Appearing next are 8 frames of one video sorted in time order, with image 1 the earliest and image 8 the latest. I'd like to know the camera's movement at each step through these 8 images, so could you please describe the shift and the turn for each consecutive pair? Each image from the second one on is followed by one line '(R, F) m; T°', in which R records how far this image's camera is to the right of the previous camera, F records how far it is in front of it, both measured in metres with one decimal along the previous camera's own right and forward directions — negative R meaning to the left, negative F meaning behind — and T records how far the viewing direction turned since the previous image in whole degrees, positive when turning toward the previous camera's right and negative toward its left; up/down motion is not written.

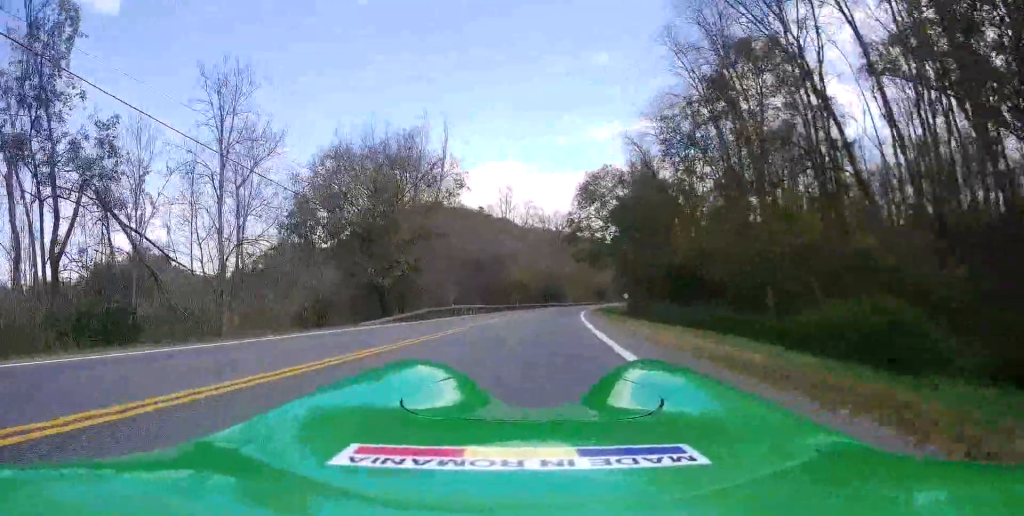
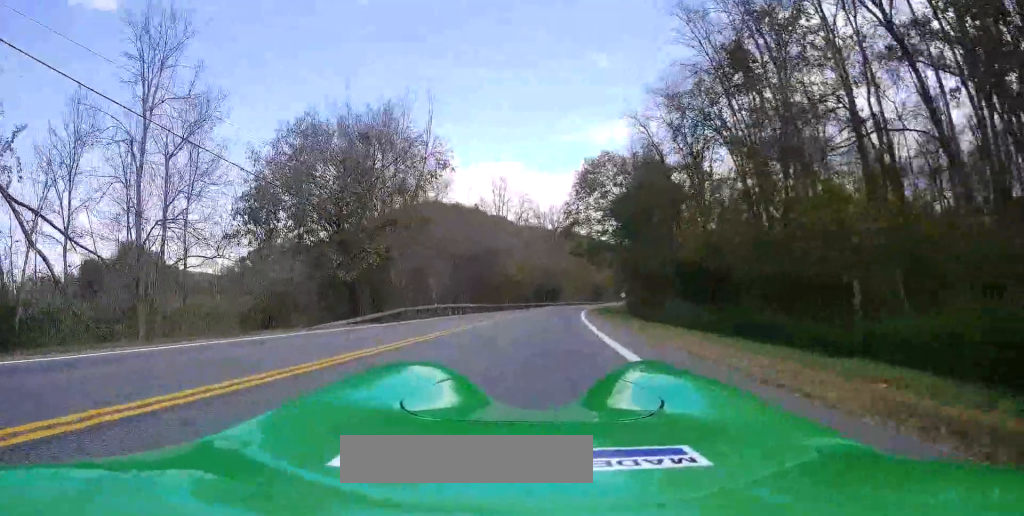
(0.0, +5.1) m; 0°
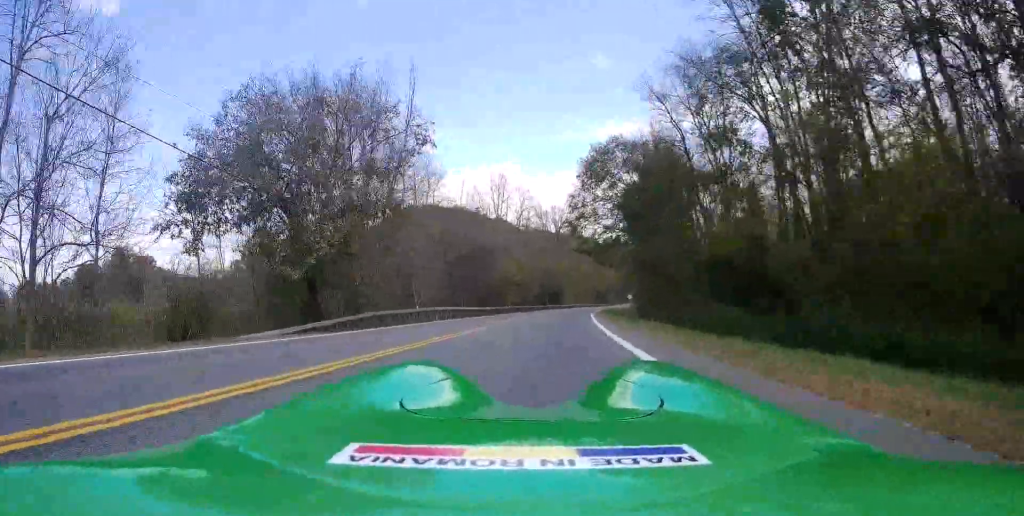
(0.0, +6.1) m; 0°
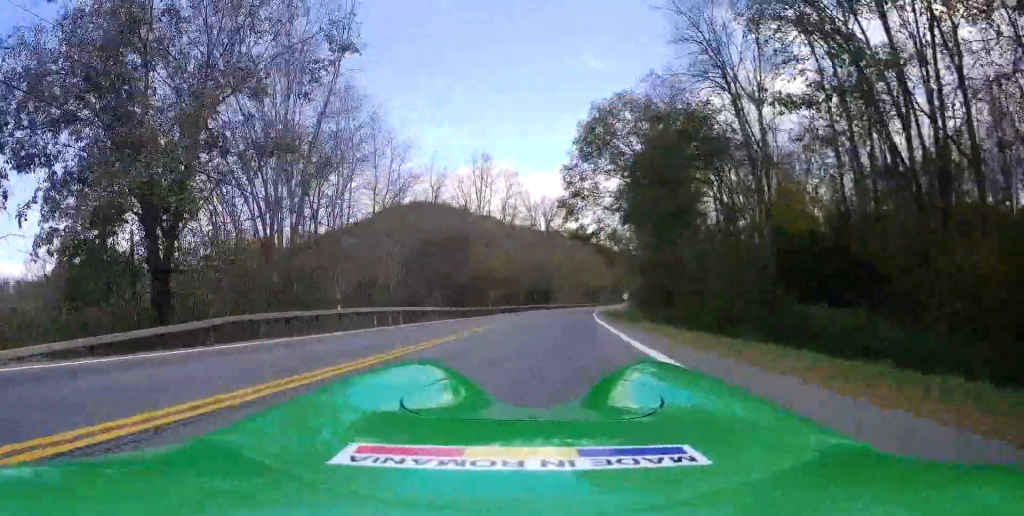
(0.0, +10.6) m; -1°
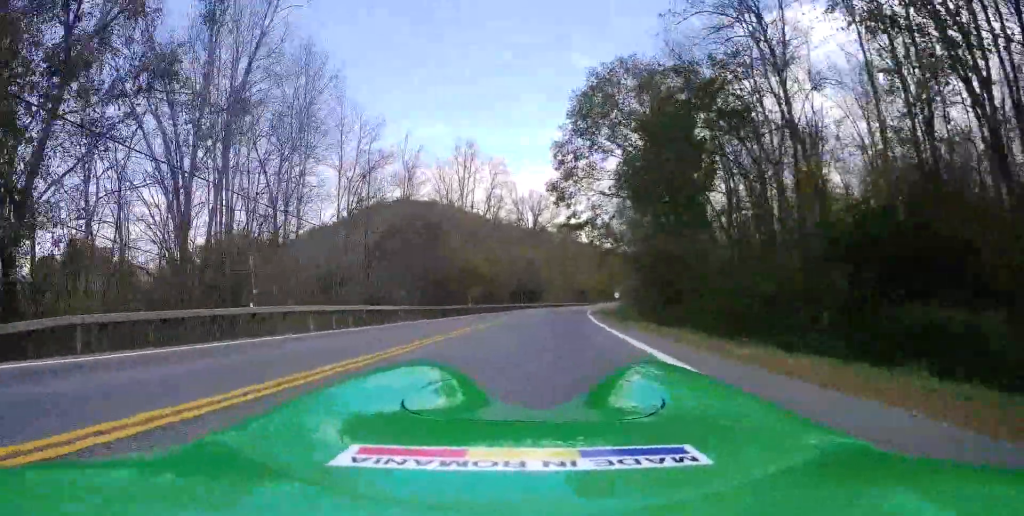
(0.0, +5.6) m; -4°
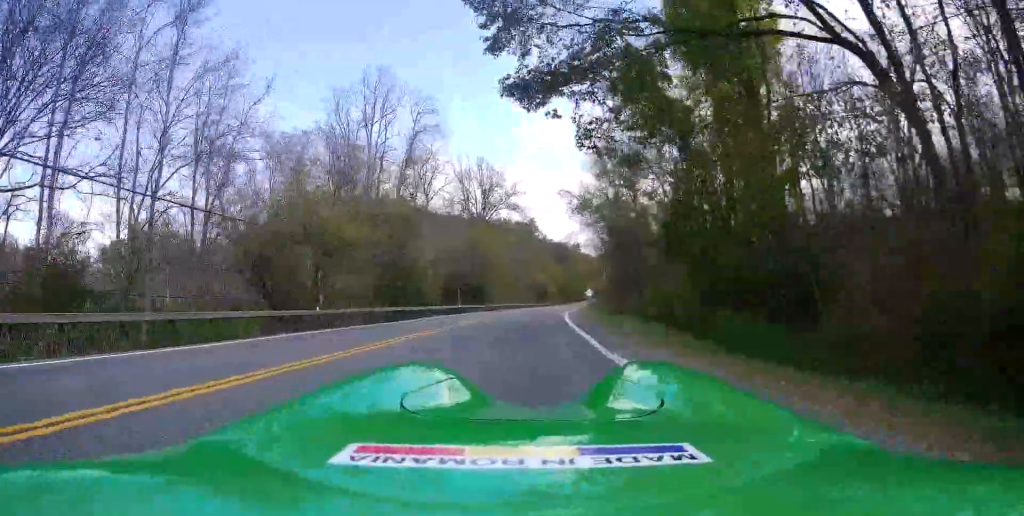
(+1.0, +23.6) m; +14°
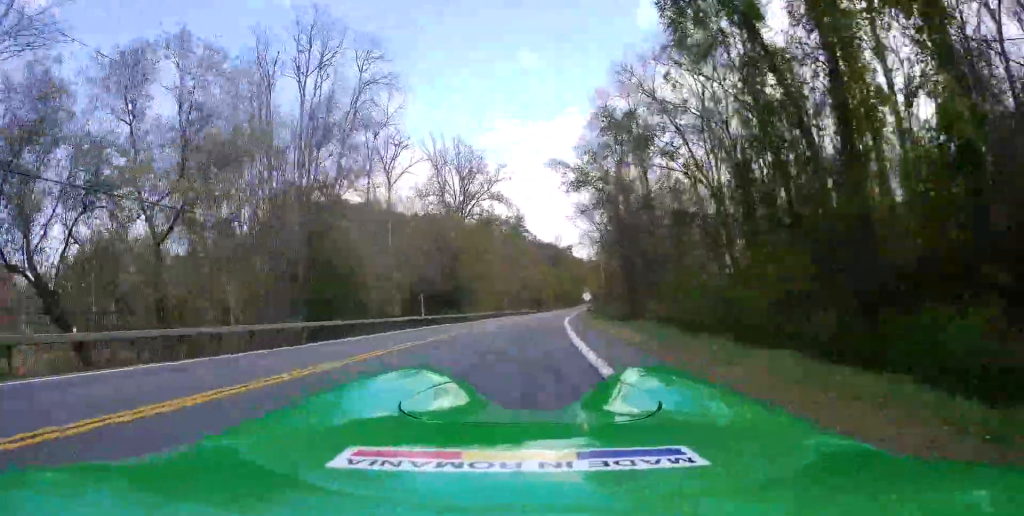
(+1.1, +13.0) m; +3°
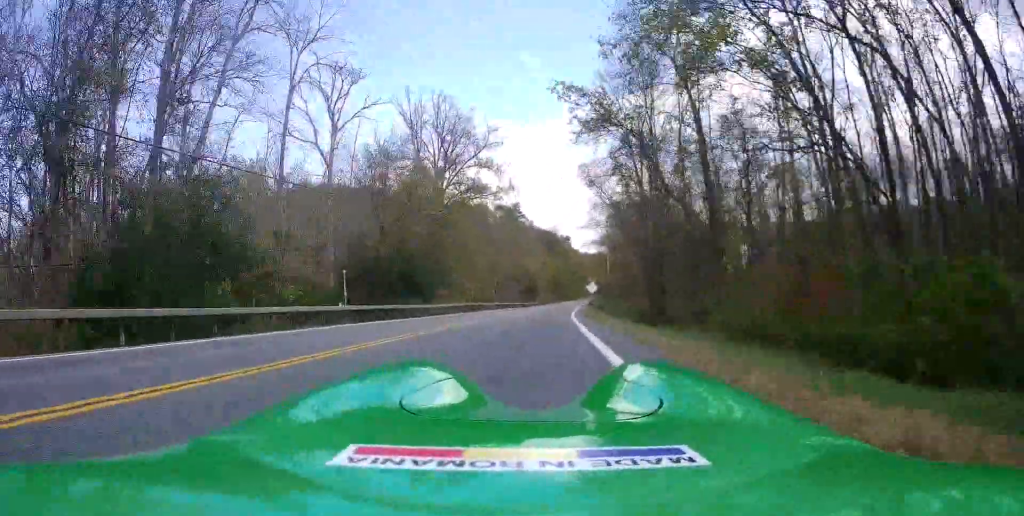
(-0.7, +15.9) m; -3°
